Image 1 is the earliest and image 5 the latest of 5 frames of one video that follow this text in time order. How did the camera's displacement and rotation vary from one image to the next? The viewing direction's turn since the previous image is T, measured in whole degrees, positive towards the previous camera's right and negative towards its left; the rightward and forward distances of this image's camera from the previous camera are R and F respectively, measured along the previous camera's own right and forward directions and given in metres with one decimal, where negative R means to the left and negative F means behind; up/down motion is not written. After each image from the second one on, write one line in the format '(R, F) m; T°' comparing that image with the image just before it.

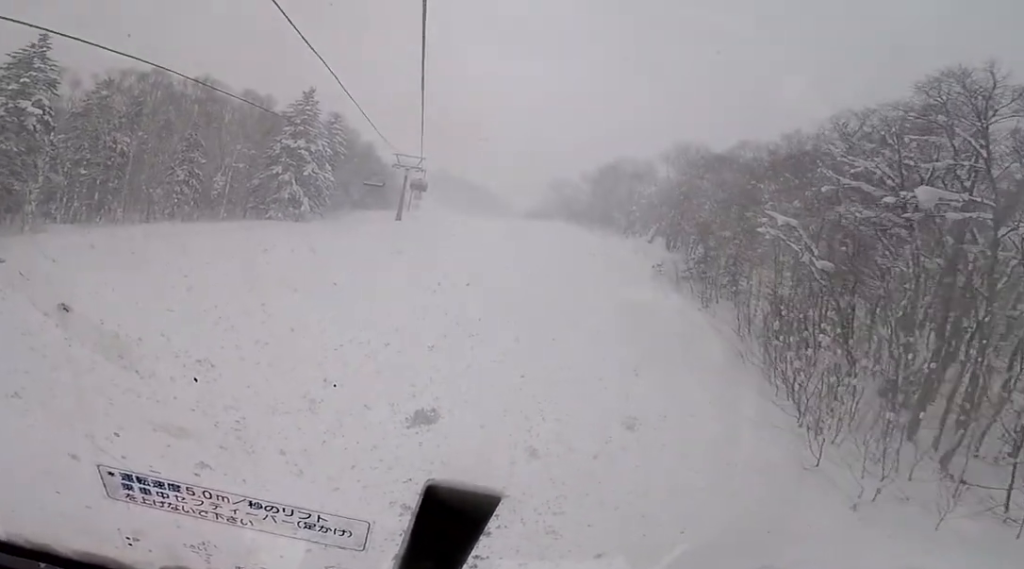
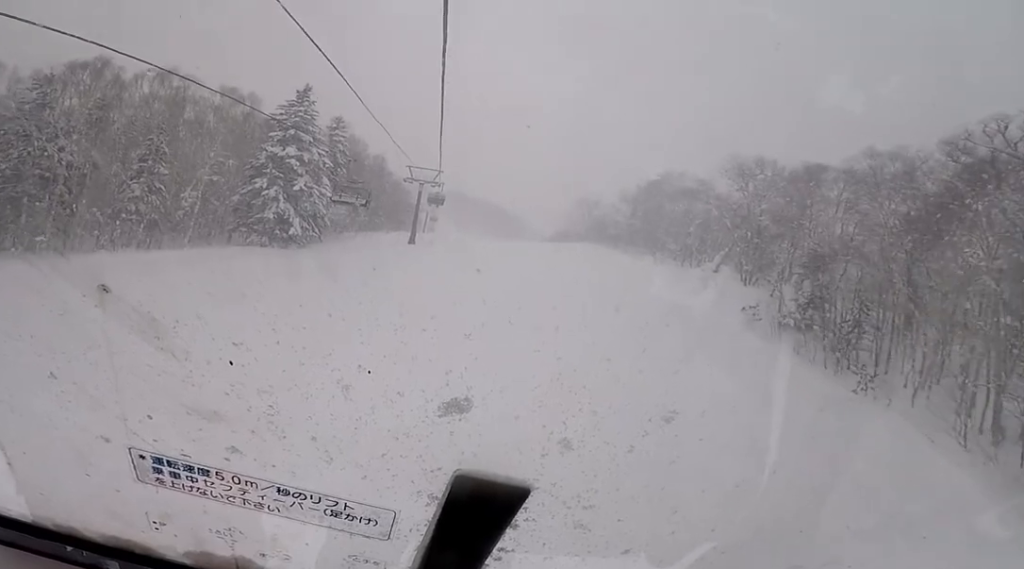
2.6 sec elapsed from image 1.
(+0.2, +11.7) m; -2°
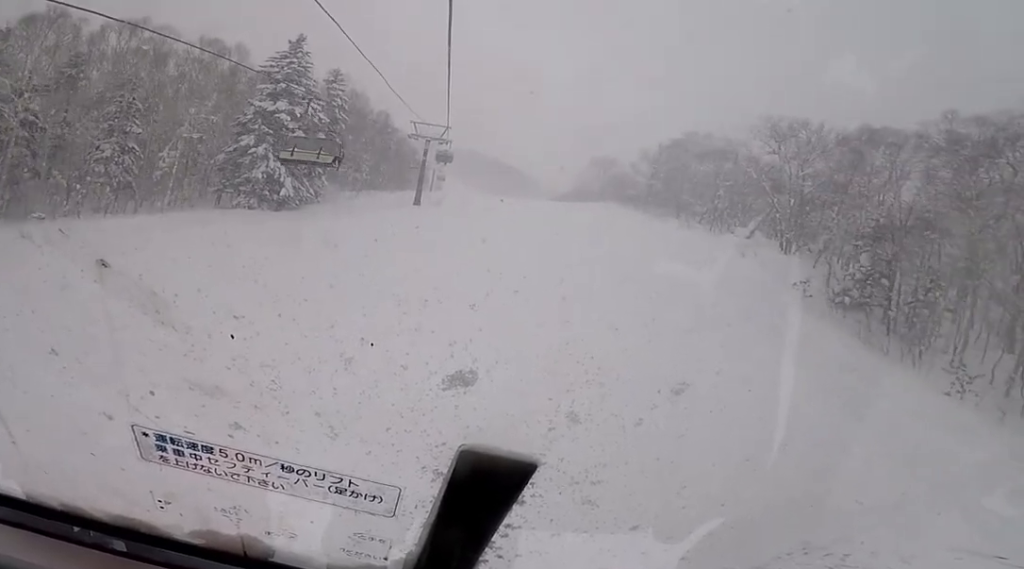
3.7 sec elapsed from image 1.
(-0.6, +4.5) m; -6°
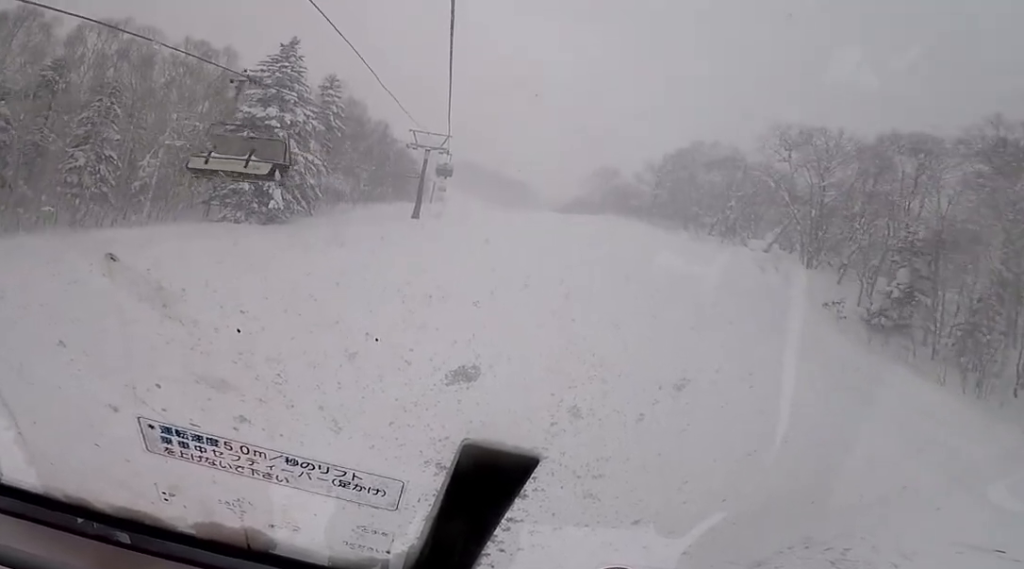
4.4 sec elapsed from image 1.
(-0.1, +3.0) m; +6°
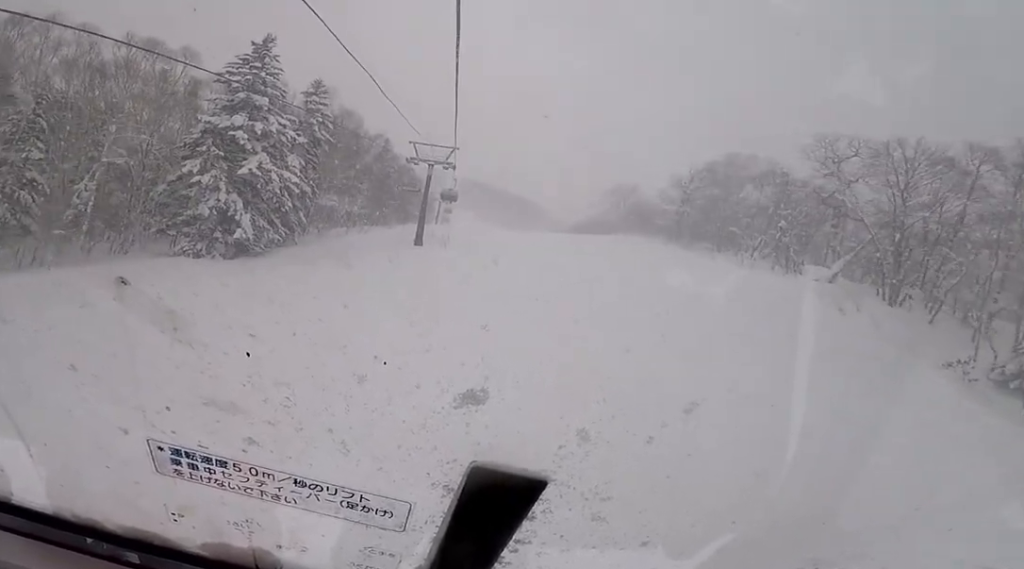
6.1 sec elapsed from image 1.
(+0.3, +7.5) m; -5°
